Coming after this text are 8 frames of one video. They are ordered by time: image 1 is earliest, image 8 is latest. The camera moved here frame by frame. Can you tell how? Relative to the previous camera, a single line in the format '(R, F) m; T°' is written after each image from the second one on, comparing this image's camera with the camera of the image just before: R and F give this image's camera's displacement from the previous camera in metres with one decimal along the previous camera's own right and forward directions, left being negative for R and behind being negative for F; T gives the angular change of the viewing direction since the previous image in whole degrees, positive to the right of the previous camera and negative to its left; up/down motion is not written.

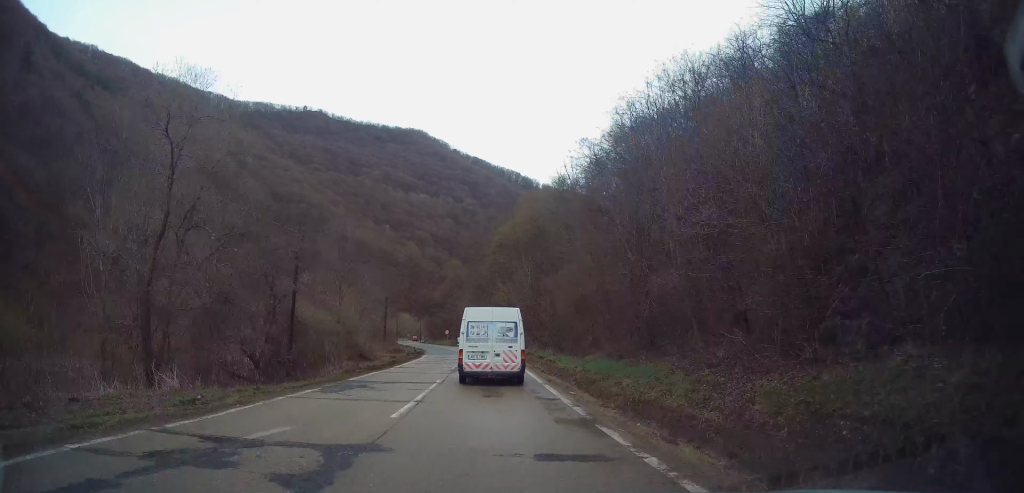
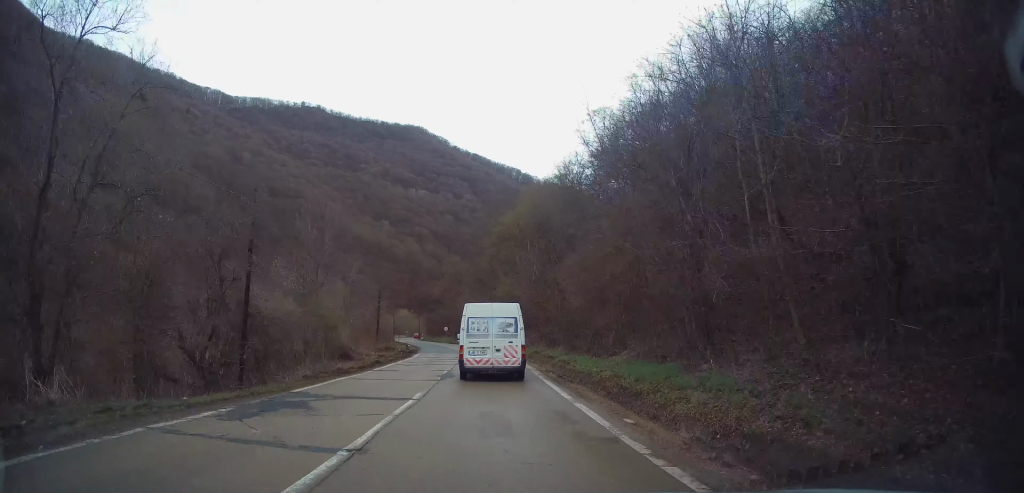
(0.0, +5.4) m; -1°
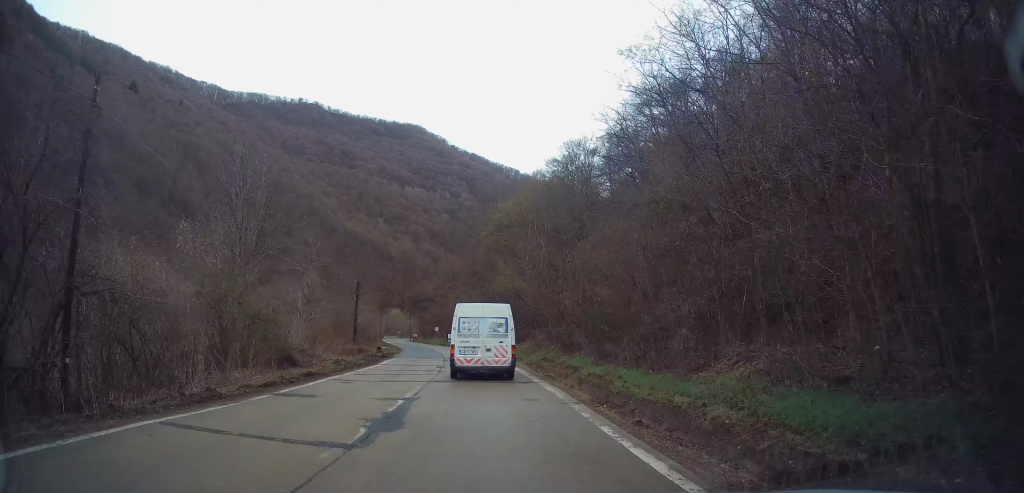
(-0.1, +10.0) m; -1°
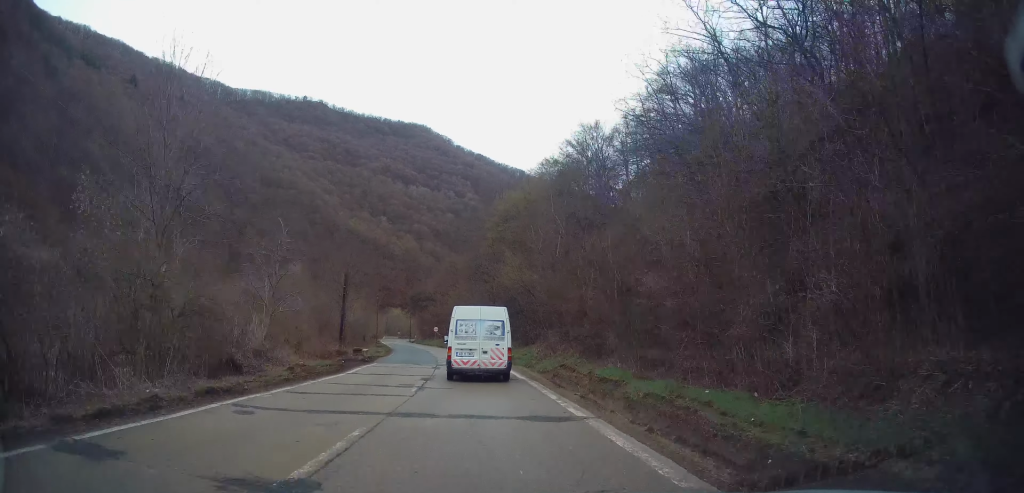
(-0.1, +6.8) m; -1°
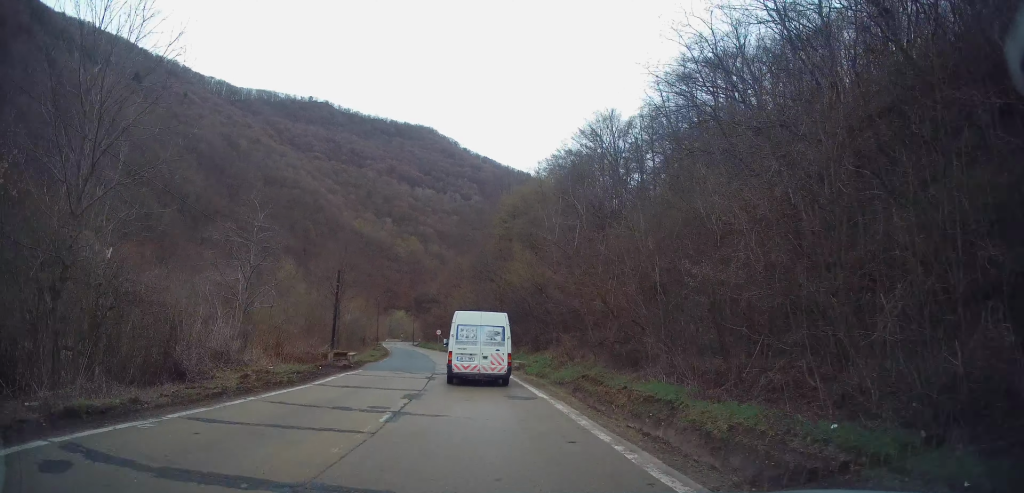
(0.0, +4.5) m; -1°
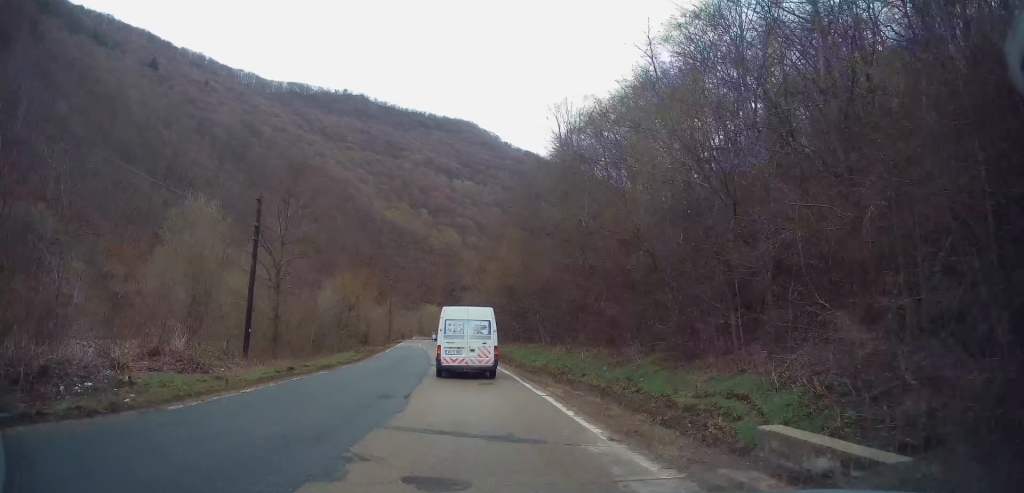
(-0.4, +23.8) m; -3°
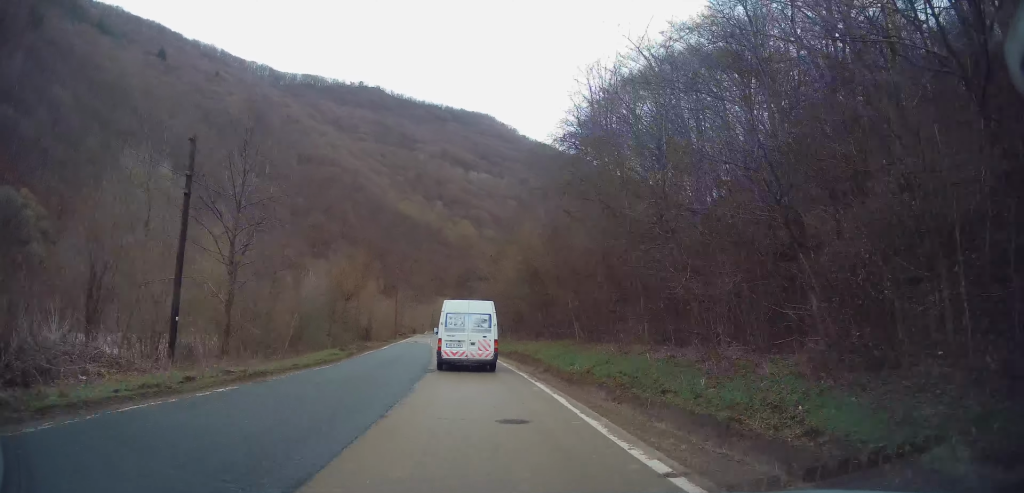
(+0.1, +7.4) m; -2°
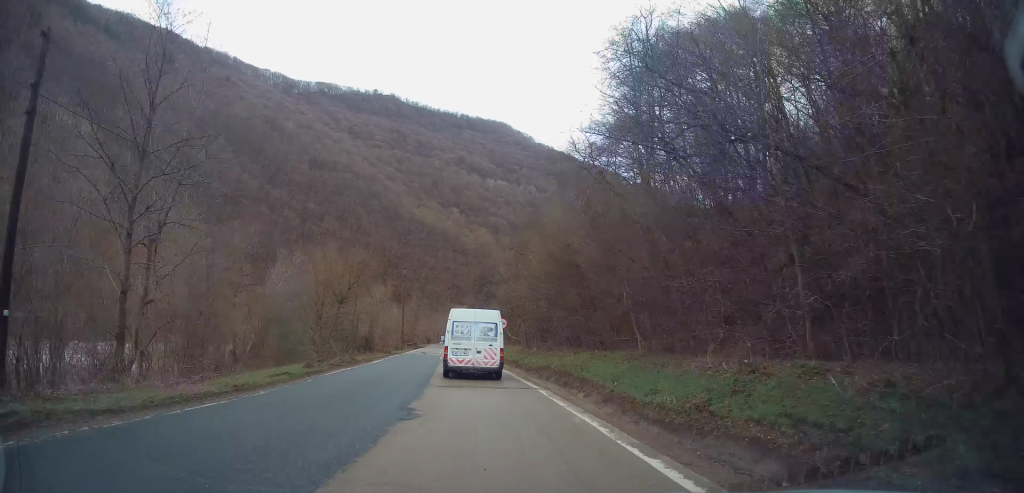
(-0.6, +8.3) m; -3°
